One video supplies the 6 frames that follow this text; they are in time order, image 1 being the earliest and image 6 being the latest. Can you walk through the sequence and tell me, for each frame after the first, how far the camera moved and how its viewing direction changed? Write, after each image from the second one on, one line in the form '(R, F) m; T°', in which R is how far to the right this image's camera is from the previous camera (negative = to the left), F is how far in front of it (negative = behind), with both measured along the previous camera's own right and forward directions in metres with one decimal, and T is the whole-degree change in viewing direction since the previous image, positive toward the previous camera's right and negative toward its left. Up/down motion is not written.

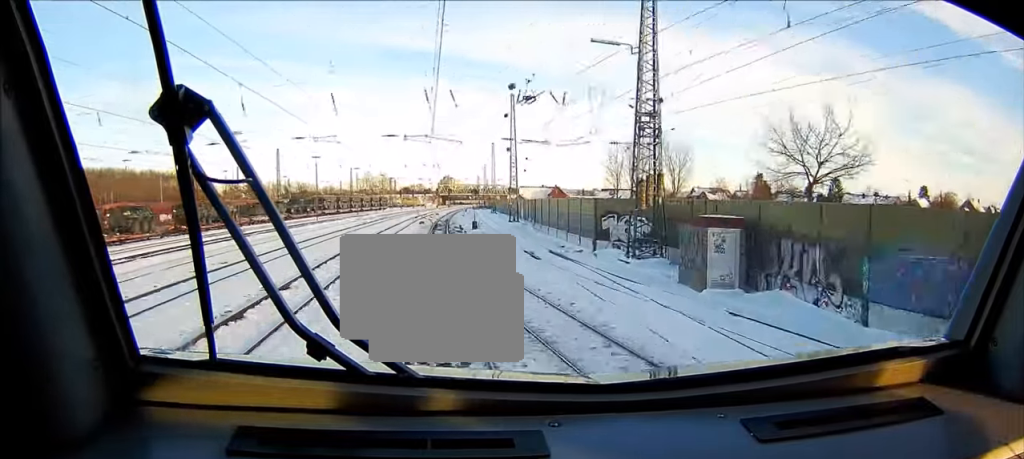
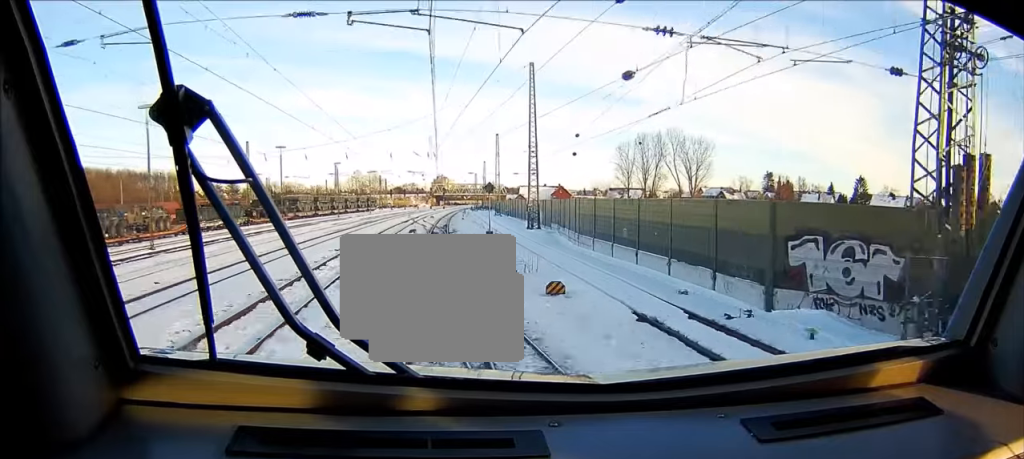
(+0.1, +23.4) m; +1°
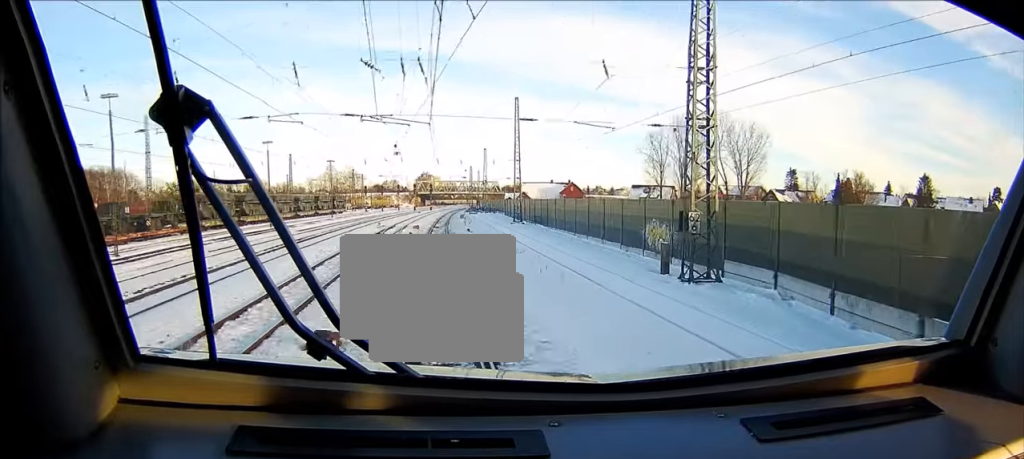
(+0.7, +47.4) m; +1°
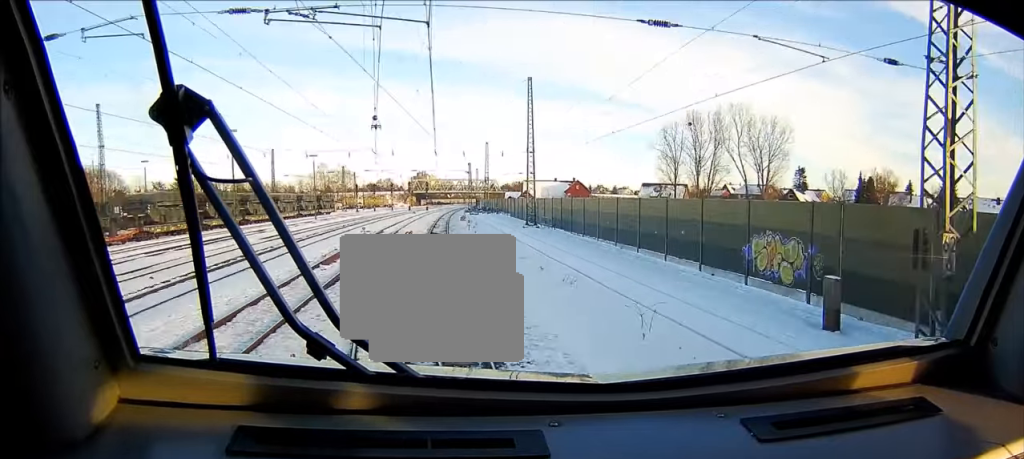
(0.0, +14.2) m; 0°
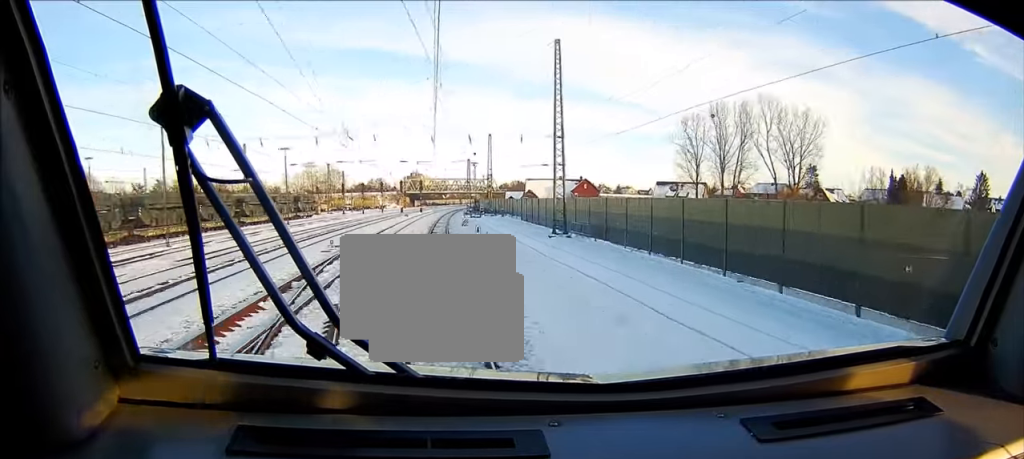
(+0.1, +18.6) m; 0°
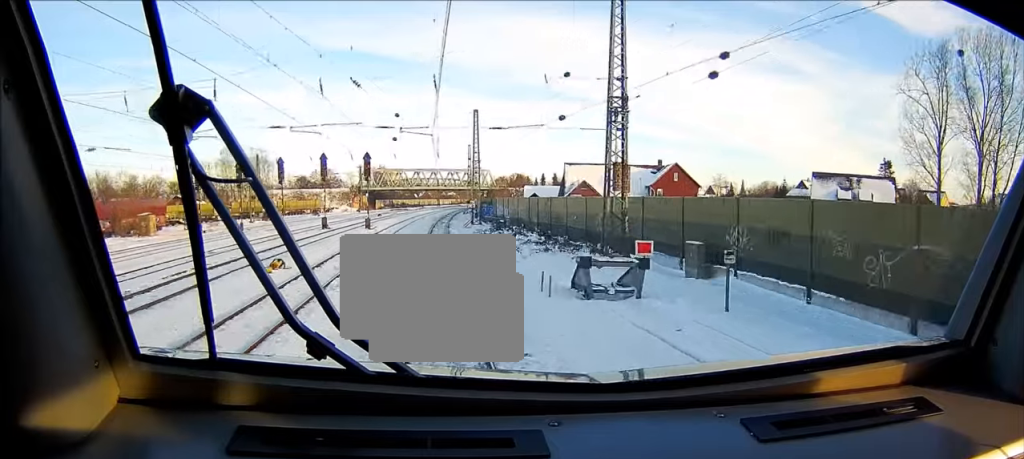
(+1.1, +89.7) m; +2°
